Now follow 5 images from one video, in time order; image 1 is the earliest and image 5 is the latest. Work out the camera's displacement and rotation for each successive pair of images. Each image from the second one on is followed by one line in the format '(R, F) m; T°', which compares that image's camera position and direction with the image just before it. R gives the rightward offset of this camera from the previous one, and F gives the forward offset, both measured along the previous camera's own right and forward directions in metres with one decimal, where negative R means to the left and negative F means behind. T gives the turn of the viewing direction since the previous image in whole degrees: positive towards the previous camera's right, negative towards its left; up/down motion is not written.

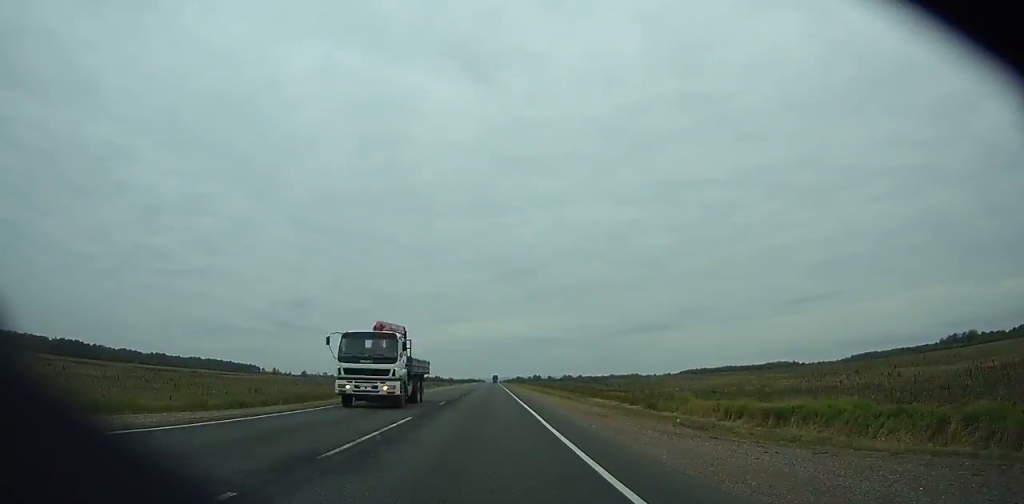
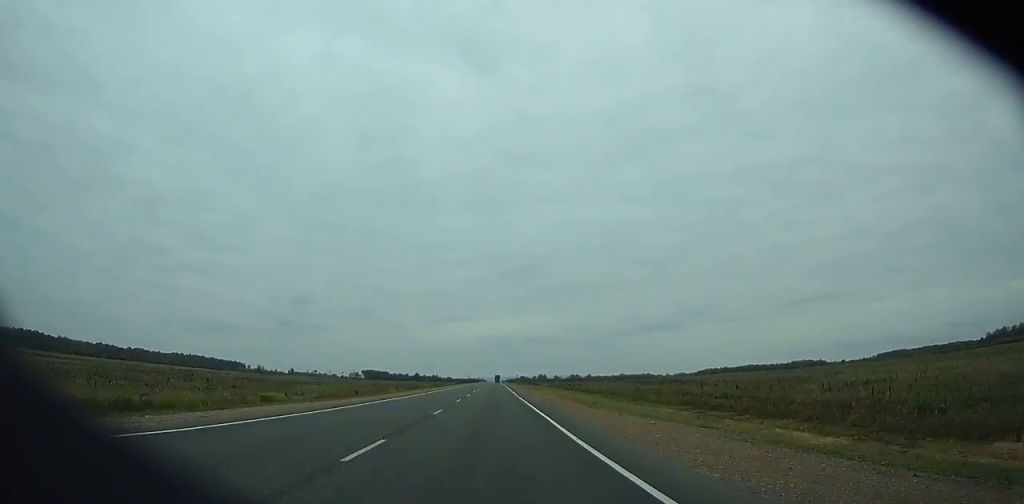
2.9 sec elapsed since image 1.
(-0.1, +78.1) m; 0°
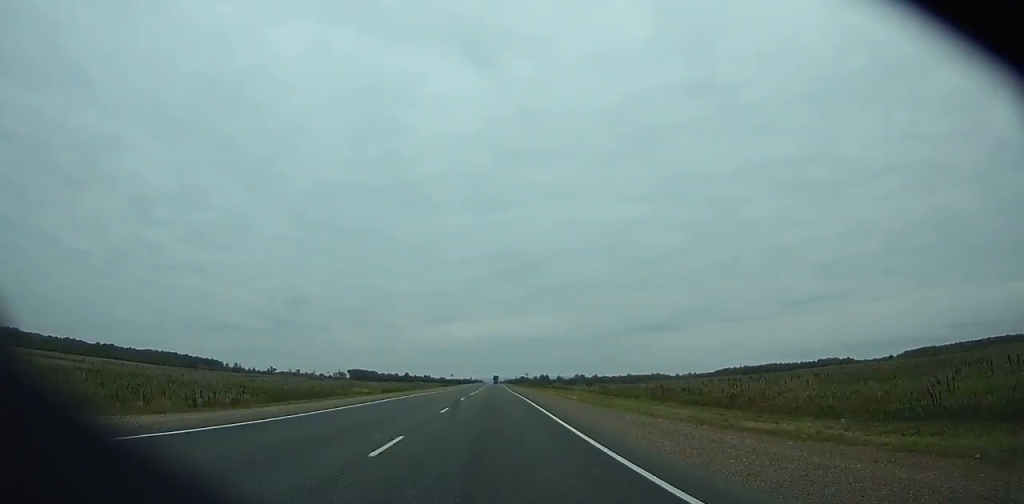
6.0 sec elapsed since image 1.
(-0.1, +83.7) m; 0°
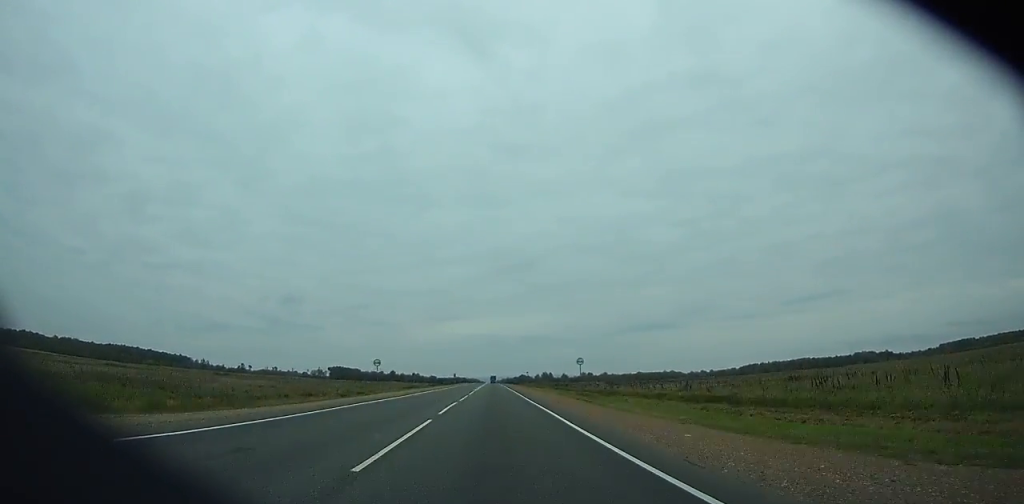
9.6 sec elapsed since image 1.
(+0.1, +97.4) m; 0°
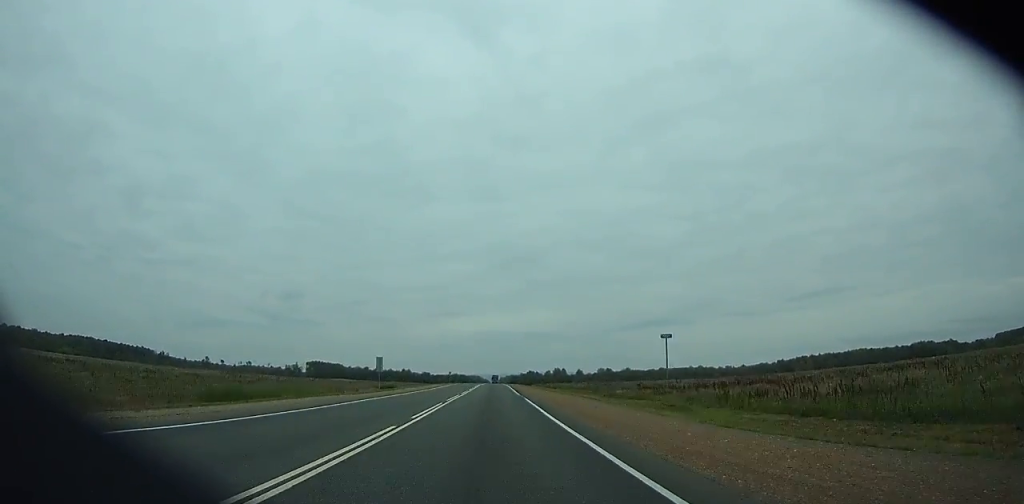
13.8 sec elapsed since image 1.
(+0.2, +114.3) m; 0°
